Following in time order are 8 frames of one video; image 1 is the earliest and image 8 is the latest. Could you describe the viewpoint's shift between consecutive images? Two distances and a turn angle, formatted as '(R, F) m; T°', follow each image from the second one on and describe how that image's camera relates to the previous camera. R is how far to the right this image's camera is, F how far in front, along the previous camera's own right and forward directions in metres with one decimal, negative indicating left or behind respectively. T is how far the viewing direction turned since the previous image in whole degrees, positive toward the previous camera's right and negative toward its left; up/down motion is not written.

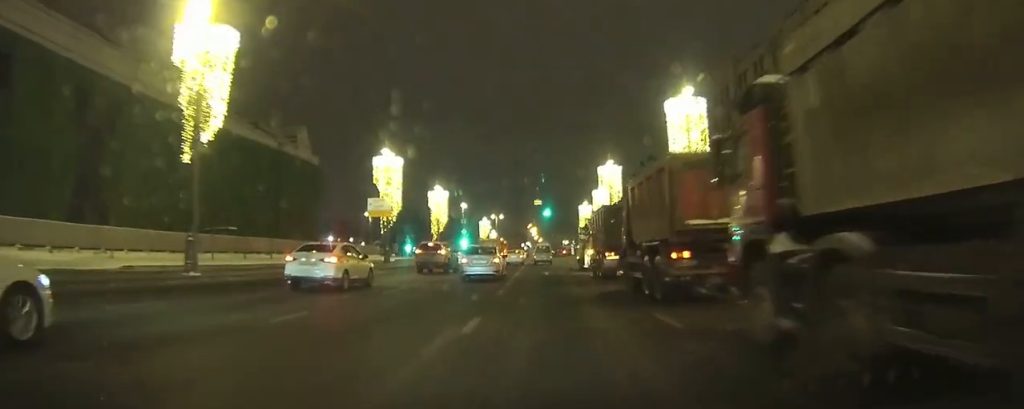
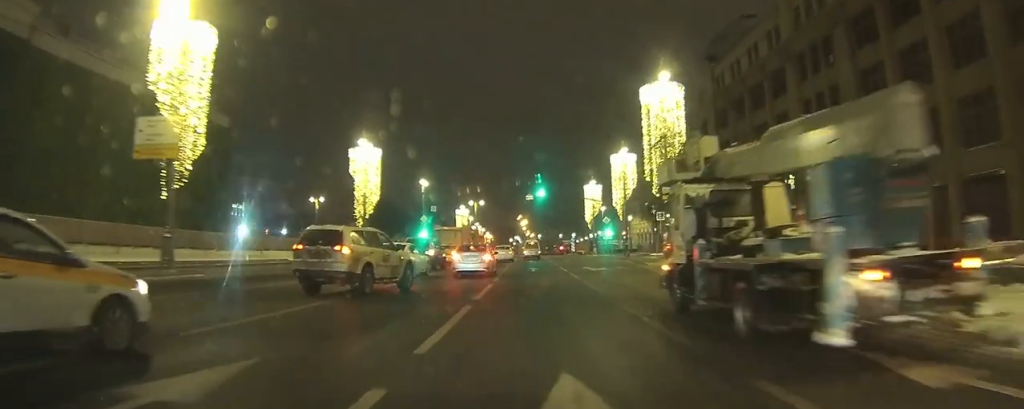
(+0.9, +30.5) m; +5°
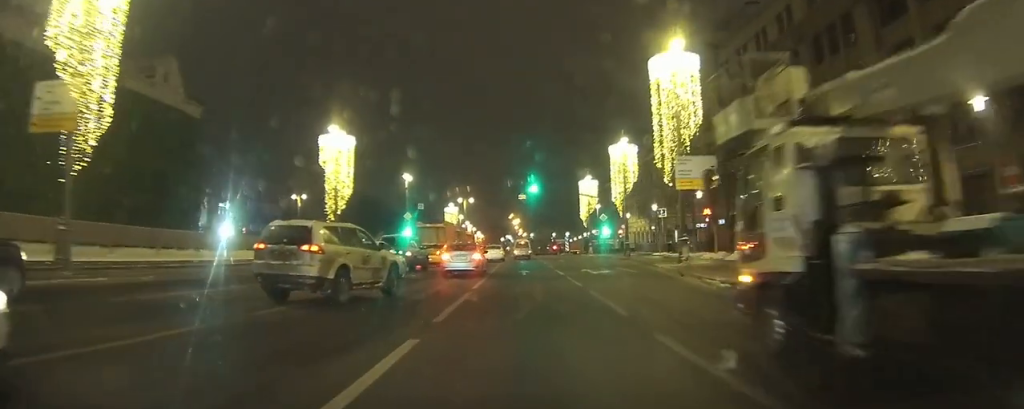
(+0.1, +6.0) m; +1°
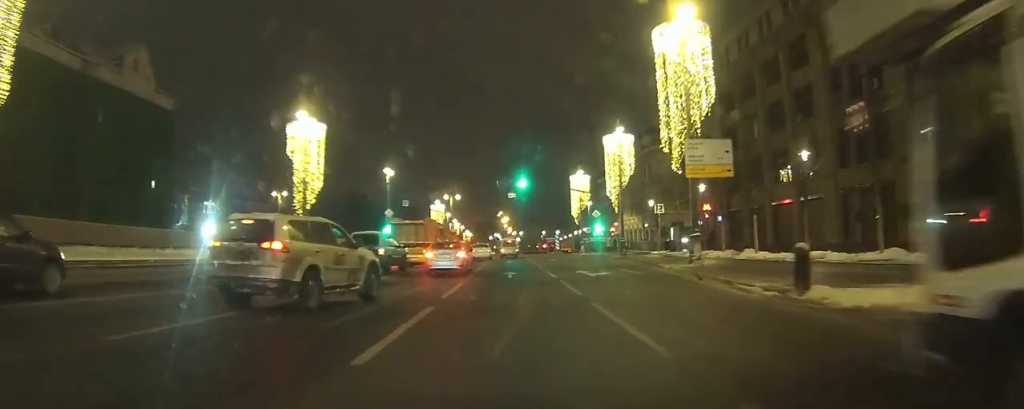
(0.0, +4.6) m; +1°
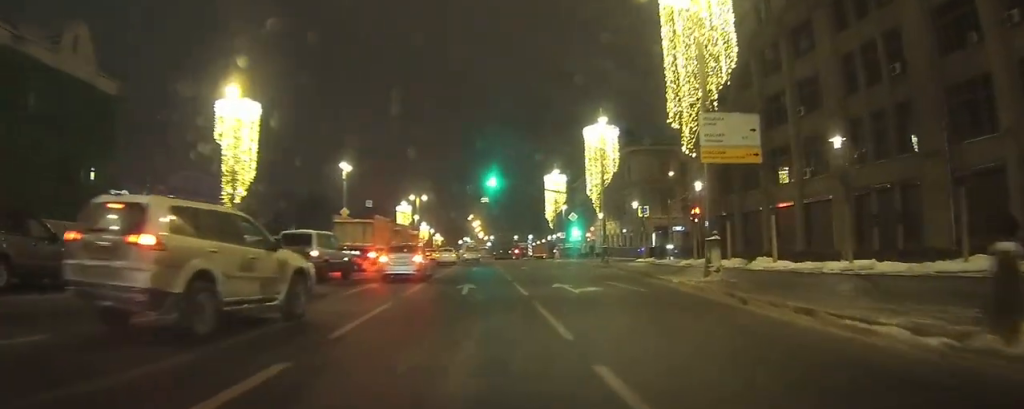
(+0.2, +6.6) m; +1°
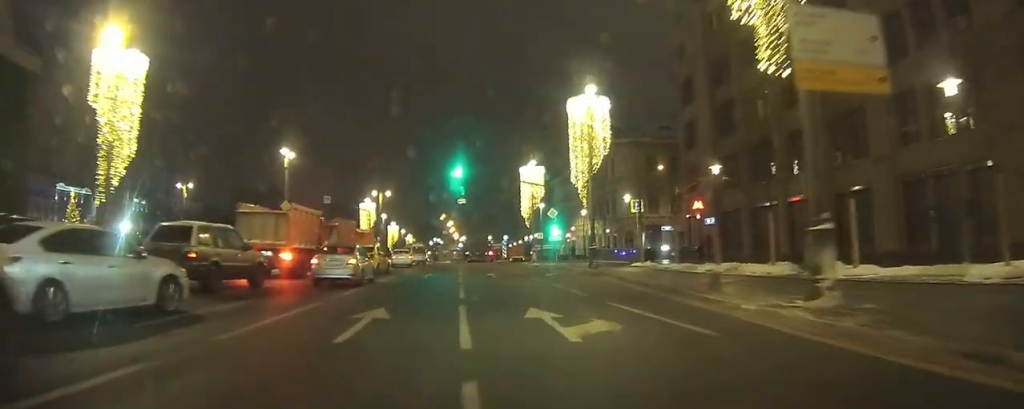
(0.0, +8.7) m; 0°
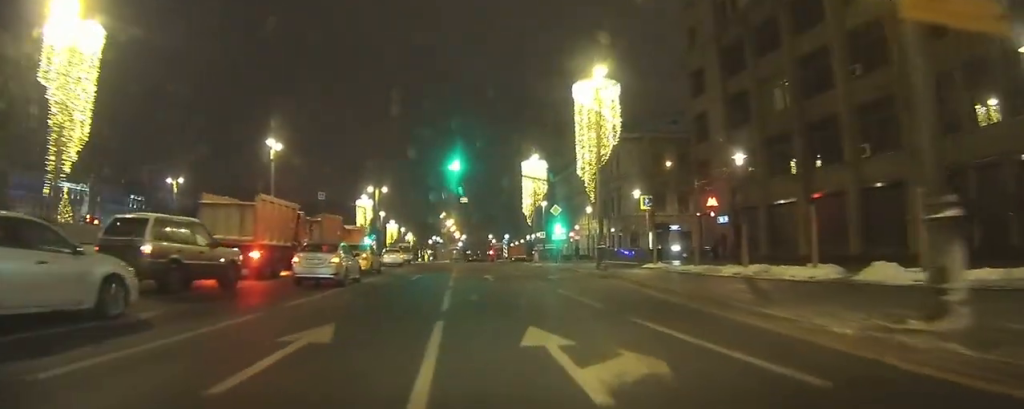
(0.0, +2.9) m; 0°
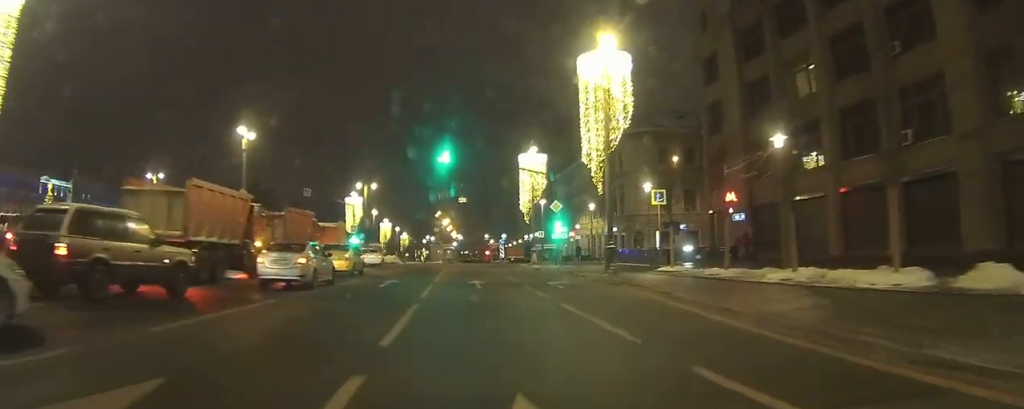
(0.0, +3.9) m; 0°
